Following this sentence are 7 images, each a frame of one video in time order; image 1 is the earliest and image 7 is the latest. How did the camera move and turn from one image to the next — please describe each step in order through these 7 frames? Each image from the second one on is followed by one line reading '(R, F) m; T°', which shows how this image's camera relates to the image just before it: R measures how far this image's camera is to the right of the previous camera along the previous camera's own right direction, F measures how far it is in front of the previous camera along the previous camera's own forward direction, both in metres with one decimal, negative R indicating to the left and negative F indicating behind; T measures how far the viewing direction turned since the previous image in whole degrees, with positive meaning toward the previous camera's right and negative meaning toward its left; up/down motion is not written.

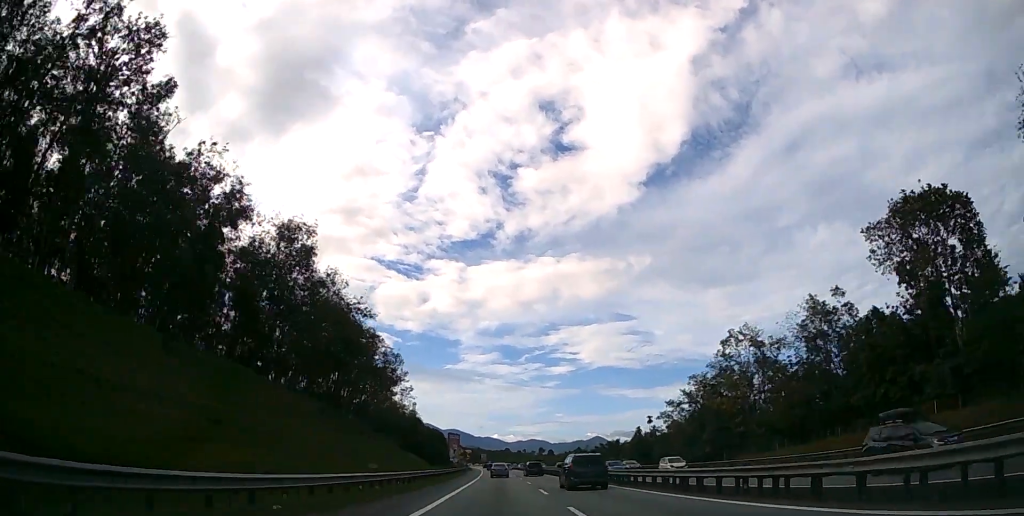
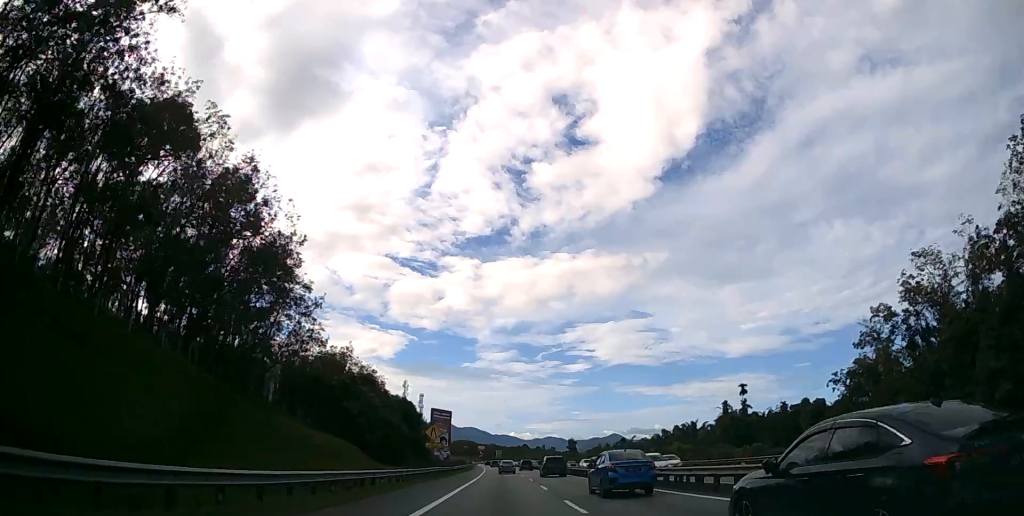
(-0.8, +56.3) m; -1°
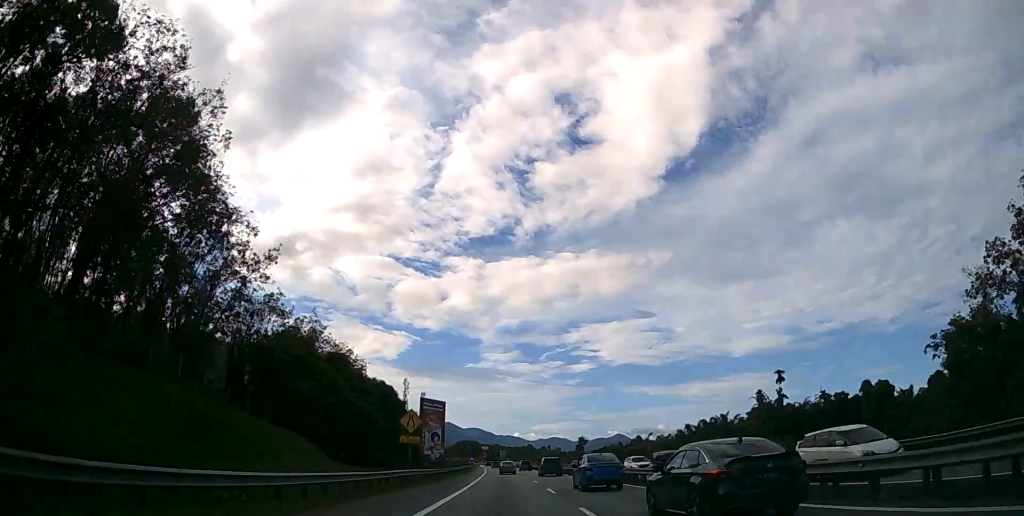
(0.0, +14.1) m; 0°
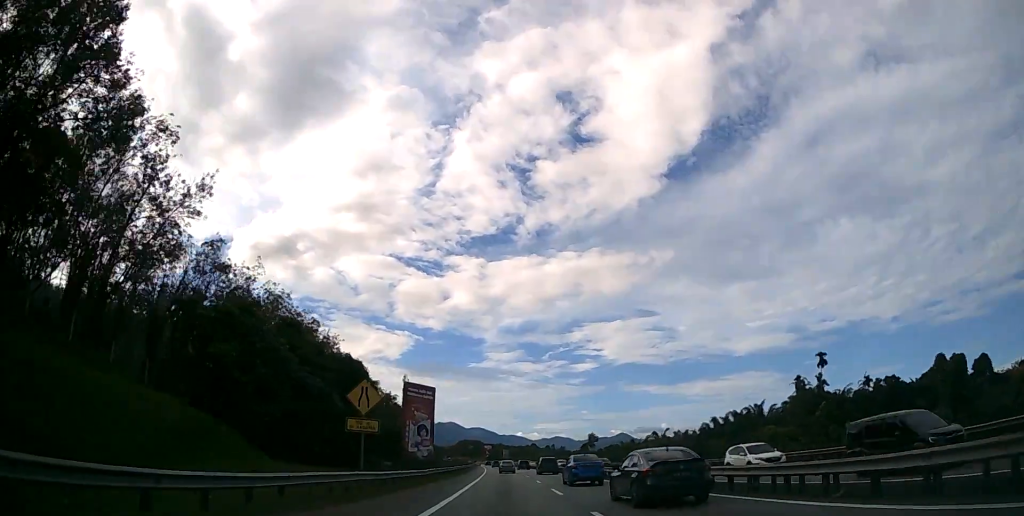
(-0.1, +13.2) m; 0°
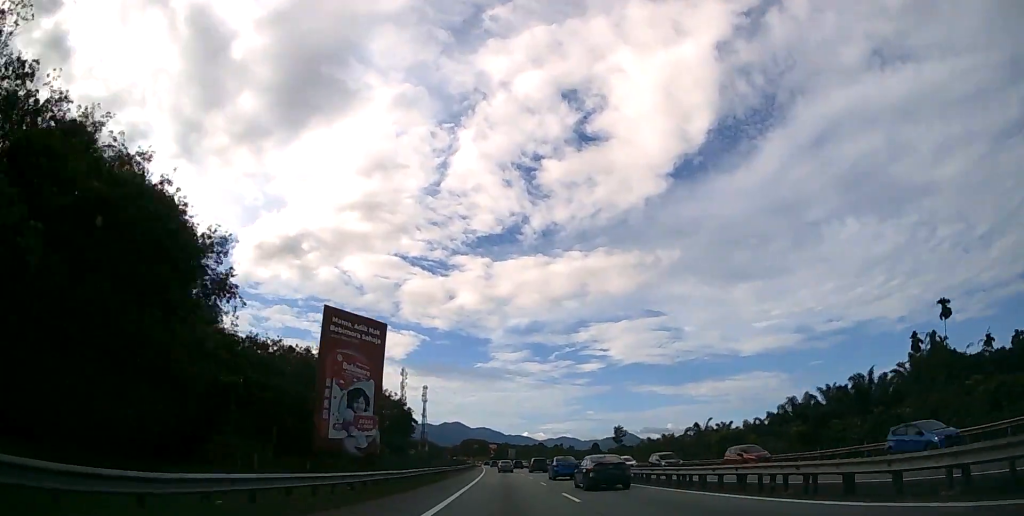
(-0.2, +27.3) m; -1°
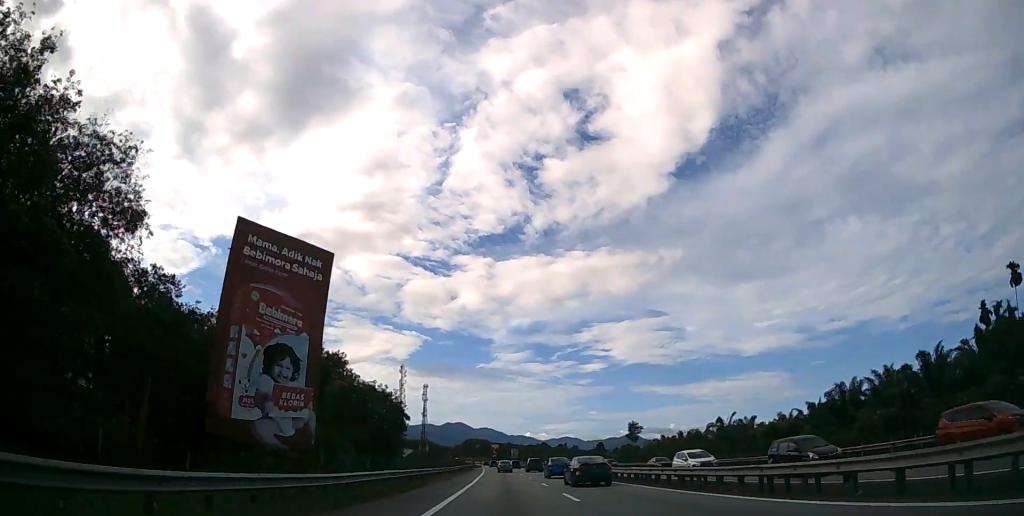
(-0.1, +11.4) m; 0°
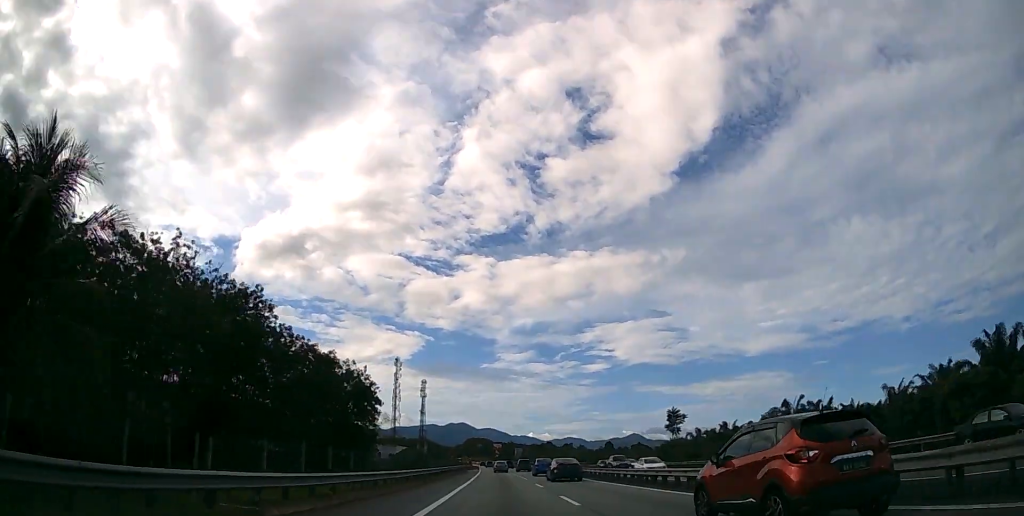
(-0.1, +24.6) m; 0°
